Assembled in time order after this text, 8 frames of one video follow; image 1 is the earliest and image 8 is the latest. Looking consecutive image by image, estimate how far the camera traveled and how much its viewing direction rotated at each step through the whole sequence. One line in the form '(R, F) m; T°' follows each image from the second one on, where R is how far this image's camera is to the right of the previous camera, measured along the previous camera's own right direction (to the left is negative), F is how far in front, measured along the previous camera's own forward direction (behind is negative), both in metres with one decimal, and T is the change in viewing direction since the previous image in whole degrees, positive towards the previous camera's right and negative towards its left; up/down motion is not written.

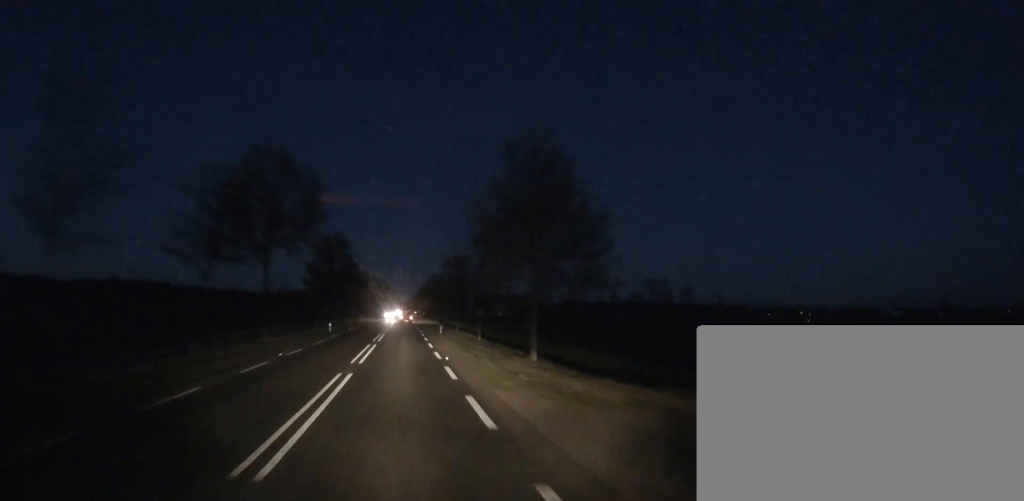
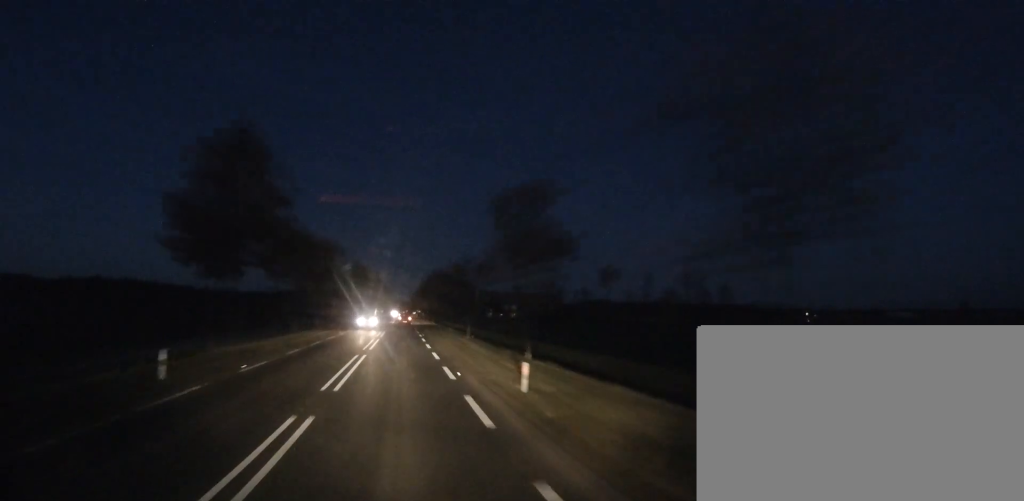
(-0.7, +30.1) m; 0°
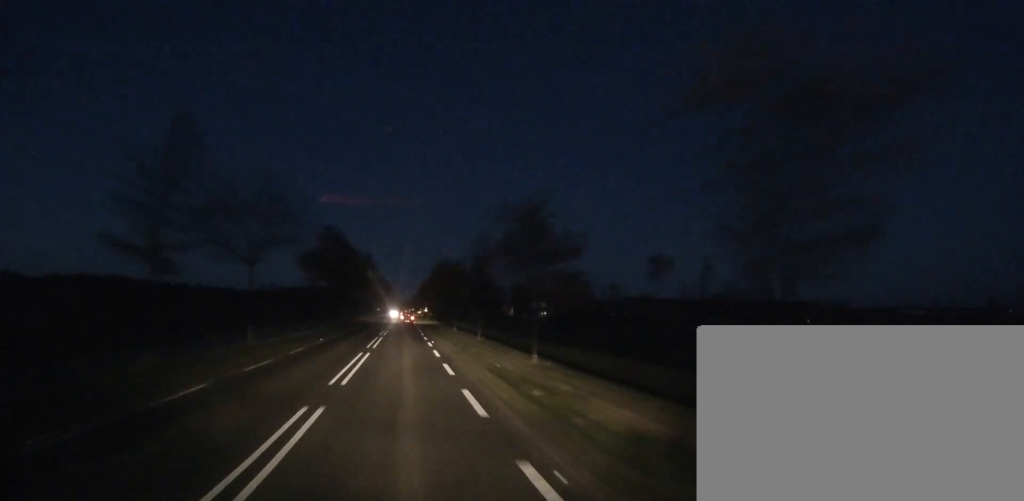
(0.0, +35.6) m; 0°
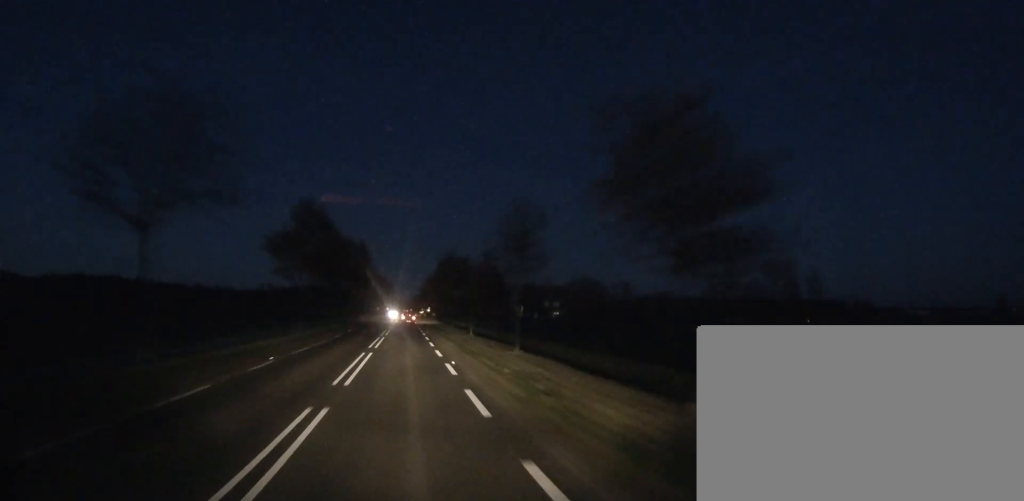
(+0.2, +12.1) m; +1°
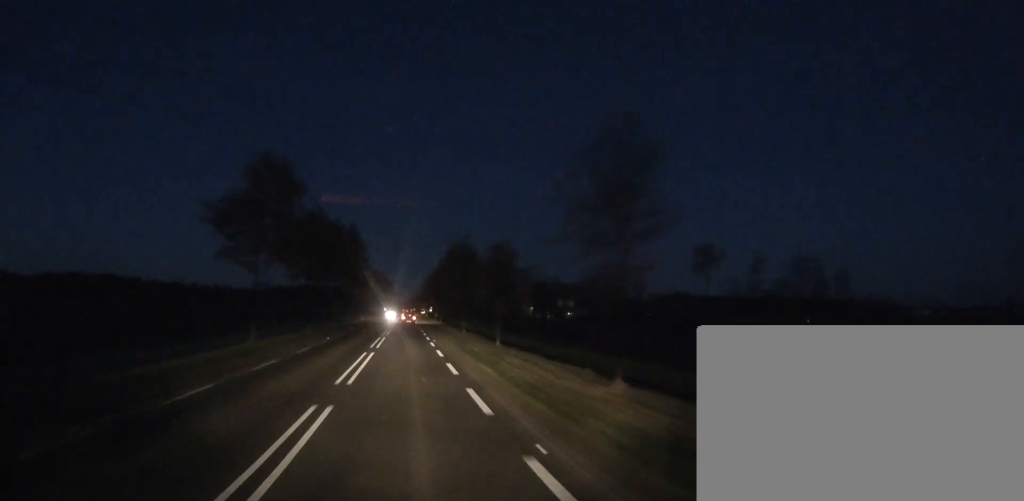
(+0.2, +12.1) m; +1°
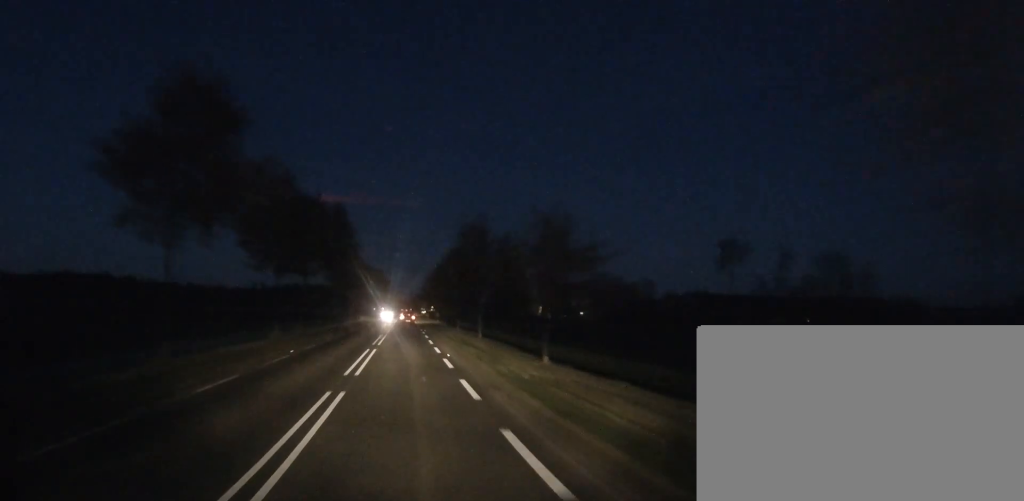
(+0.1, +10.4) m; 0°
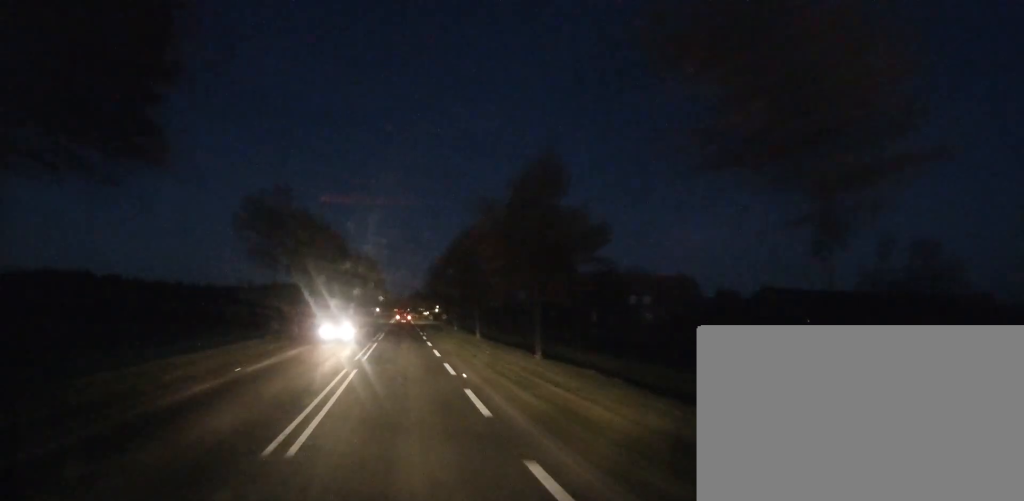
(0.0, +32.1) m; -2°
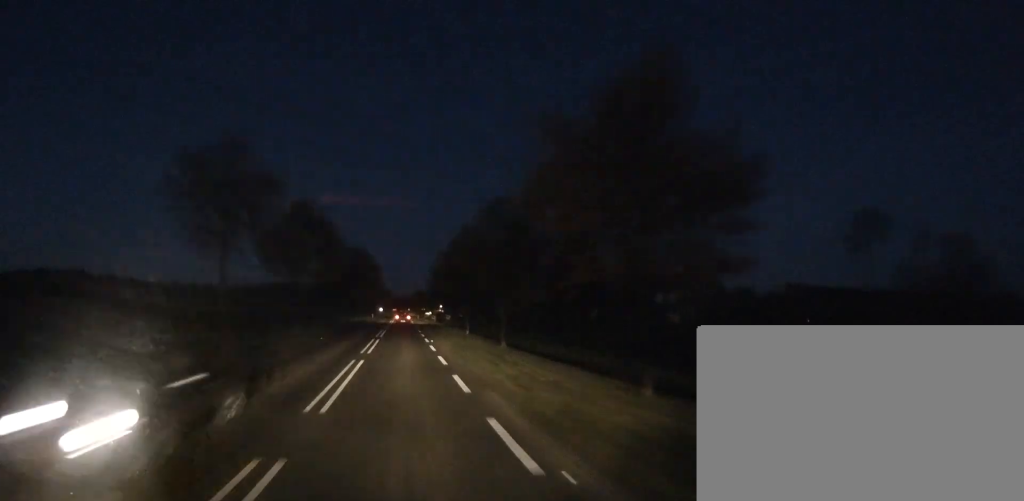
(-0.3, +9.3) m; 0°
